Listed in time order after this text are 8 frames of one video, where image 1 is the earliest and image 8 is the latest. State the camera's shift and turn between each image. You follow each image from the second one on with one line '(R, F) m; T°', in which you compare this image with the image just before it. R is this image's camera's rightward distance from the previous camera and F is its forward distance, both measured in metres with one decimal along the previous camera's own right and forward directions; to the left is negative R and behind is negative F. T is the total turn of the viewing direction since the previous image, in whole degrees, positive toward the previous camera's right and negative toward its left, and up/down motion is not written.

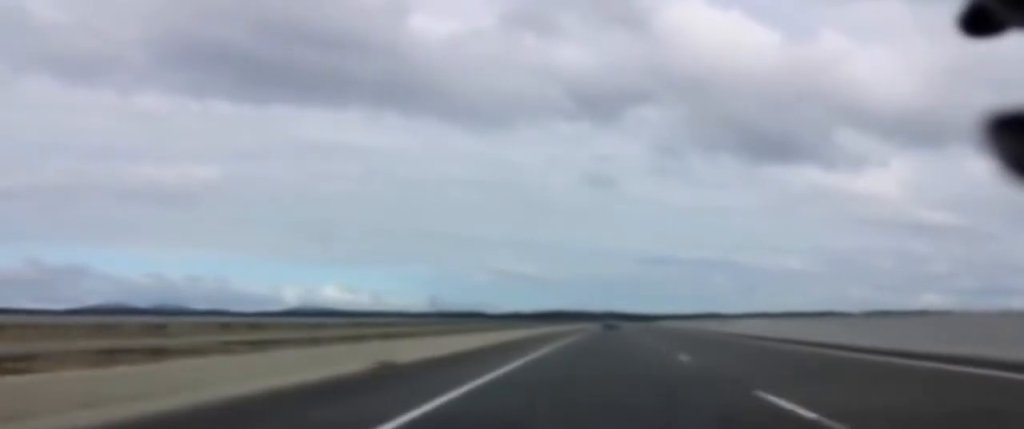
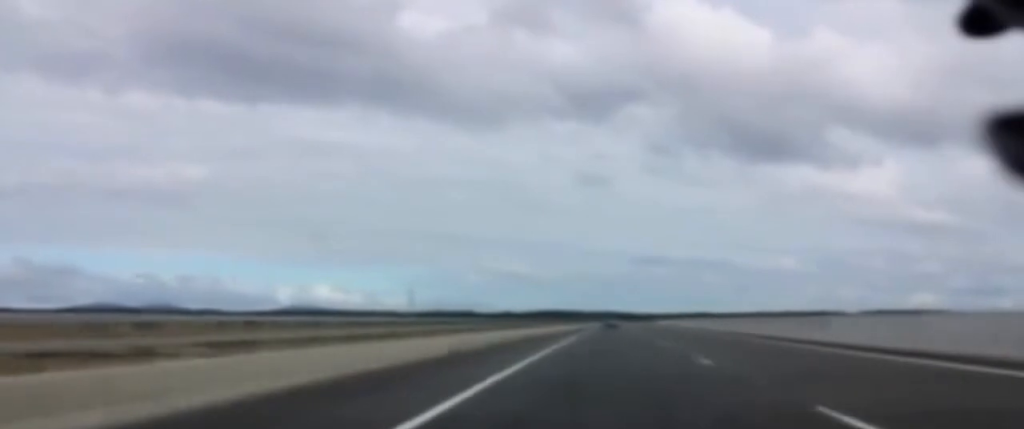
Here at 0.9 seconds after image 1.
(+0.1, +26.1) m; 0°
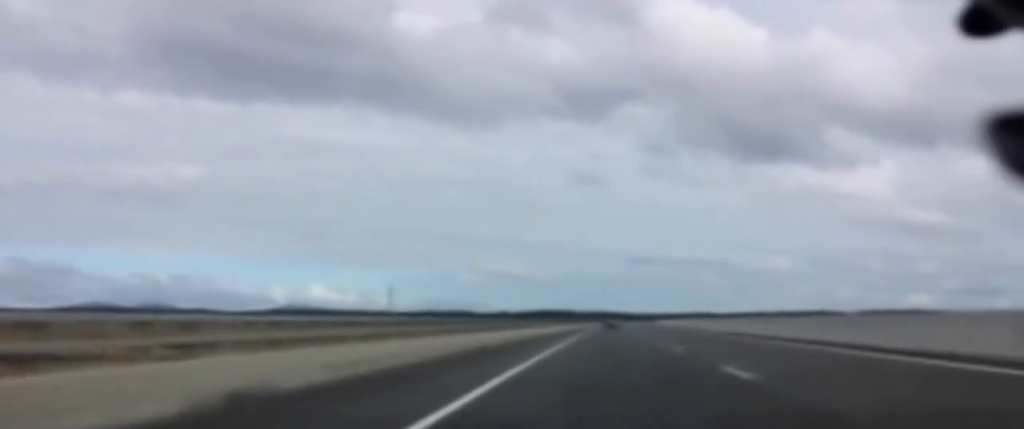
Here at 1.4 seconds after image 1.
(0.0, +16.1) m; 0°
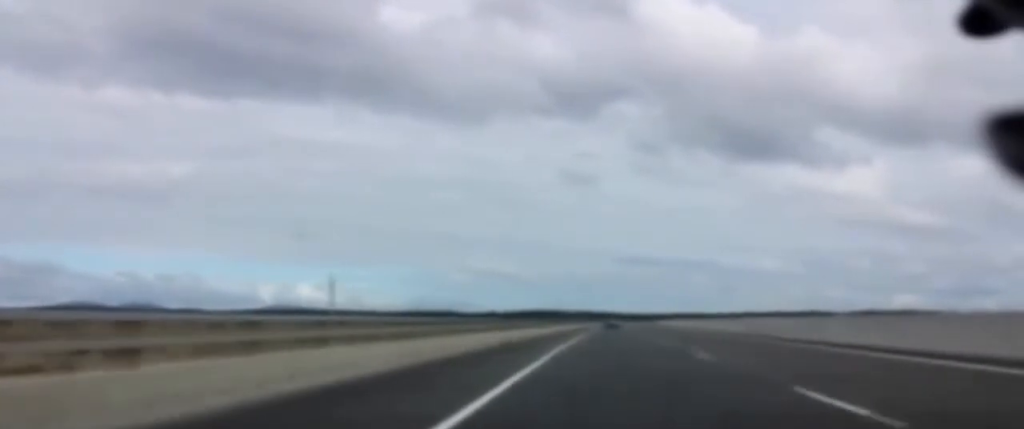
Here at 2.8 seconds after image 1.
(+0.2, +41.1) m; 0°
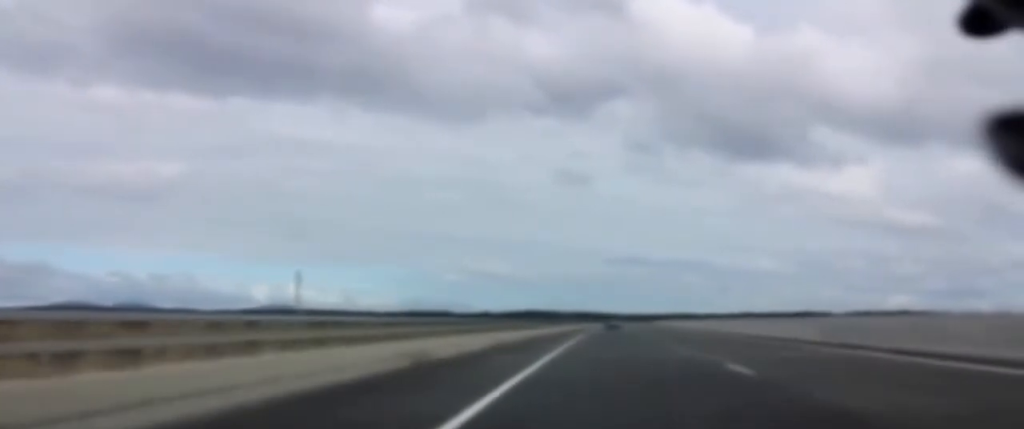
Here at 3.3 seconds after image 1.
(0.0, +17.1) m; 0°
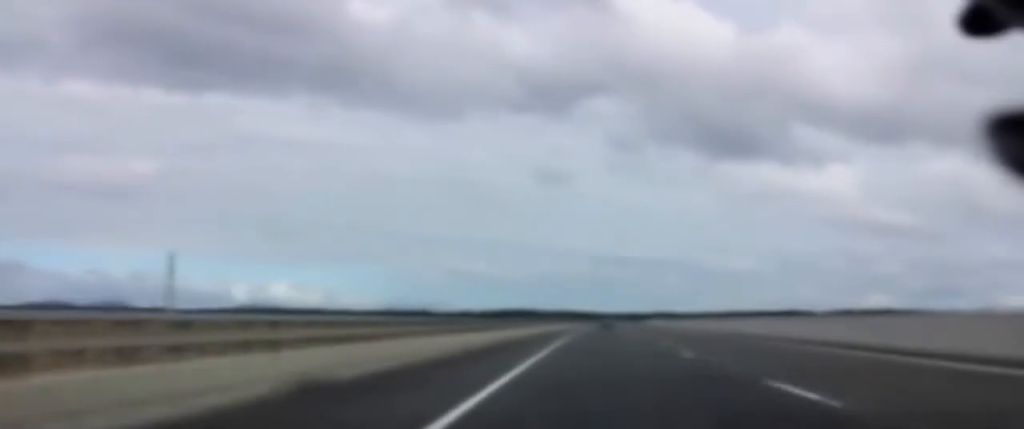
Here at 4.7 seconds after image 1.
(+0.4, +41.6) m; +1°
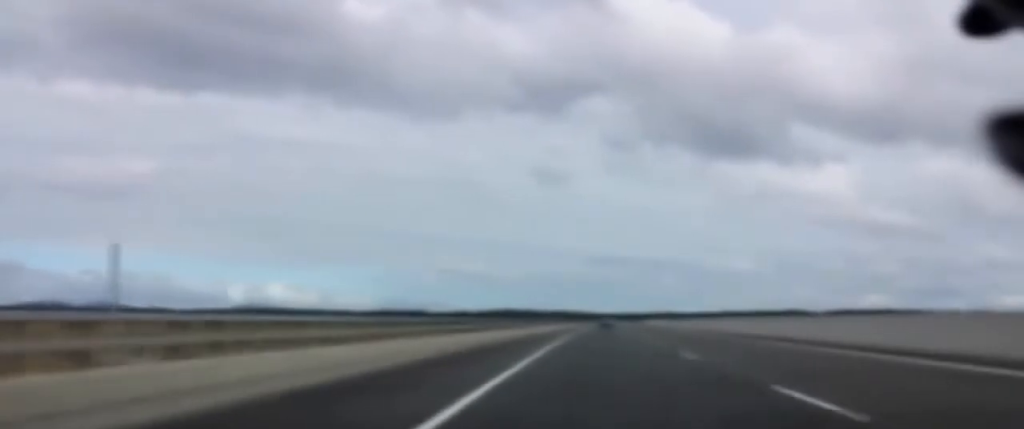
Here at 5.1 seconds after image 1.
(+0.1, +13.2) m; 0°
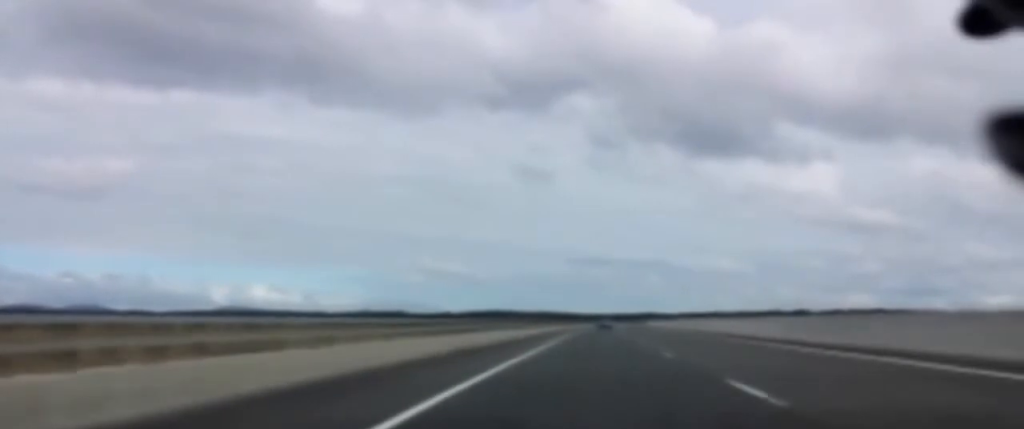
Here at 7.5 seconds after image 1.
(+0.9, +71.6) m; +2°
